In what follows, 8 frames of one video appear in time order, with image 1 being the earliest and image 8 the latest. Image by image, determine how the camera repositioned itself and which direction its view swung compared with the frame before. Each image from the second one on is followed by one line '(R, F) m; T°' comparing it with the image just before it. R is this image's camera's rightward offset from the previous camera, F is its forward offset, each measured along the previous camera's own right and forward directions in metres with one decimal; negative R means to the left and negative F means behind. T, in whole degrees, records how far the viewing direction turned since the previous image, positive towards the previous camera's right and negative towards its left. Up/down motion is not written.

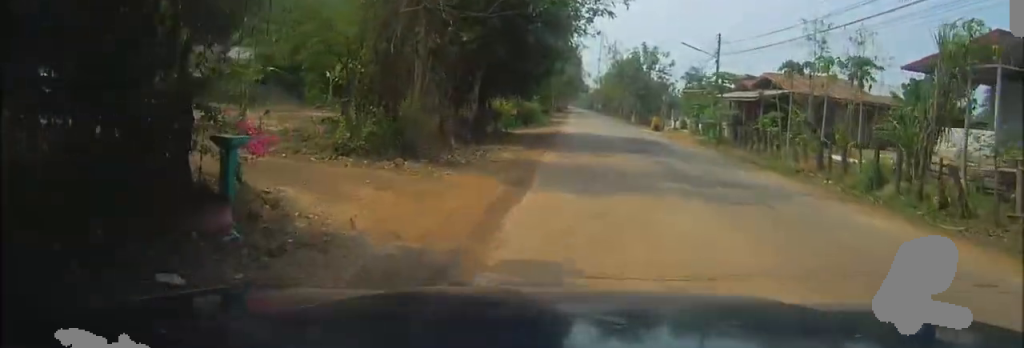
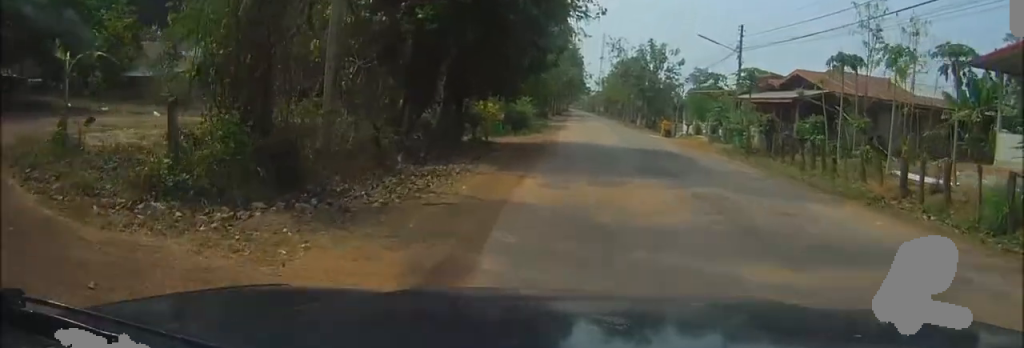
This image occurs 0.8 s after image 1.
(-0.1, +5.9) m; 0°
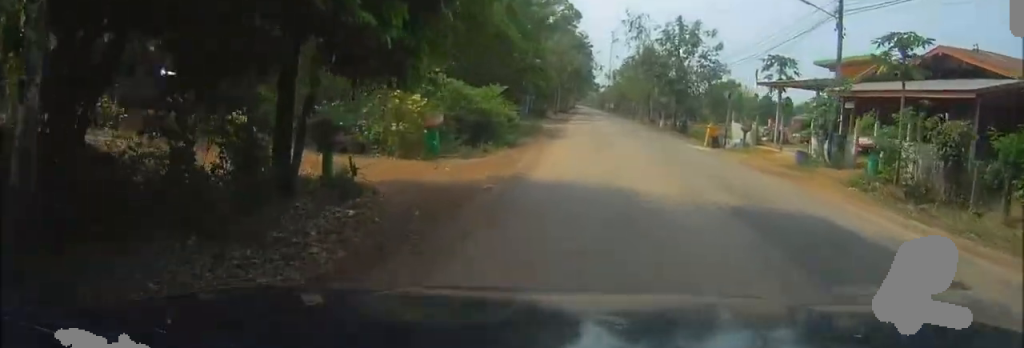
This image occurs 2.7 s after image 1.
(+0.1, +14.3) m; 0°
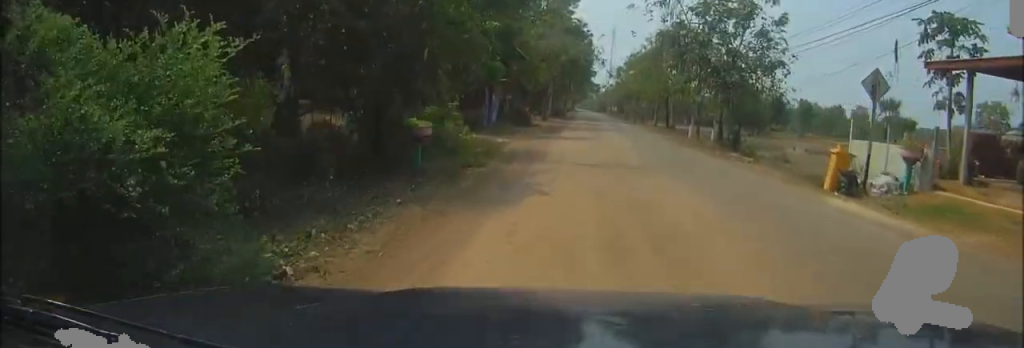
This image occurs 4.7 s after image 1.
(0.0, +16.1) m; 0°
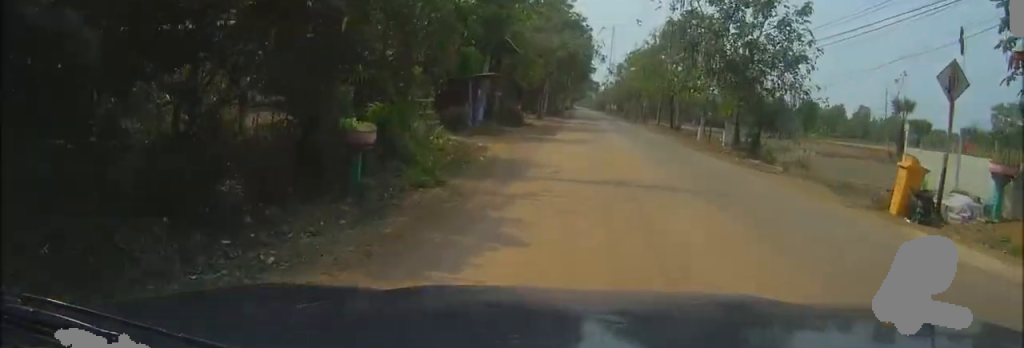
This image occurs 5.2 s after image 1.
(0.0, +3.7) m; 0°
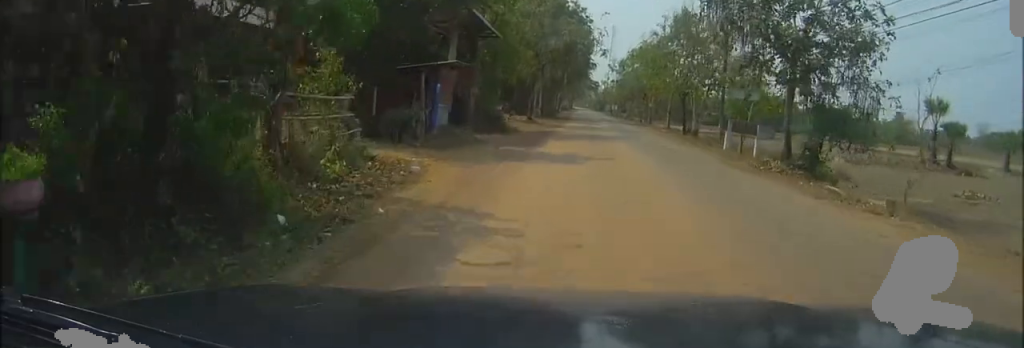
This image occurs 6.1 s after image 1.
(0.0, +7.1) m; 0°
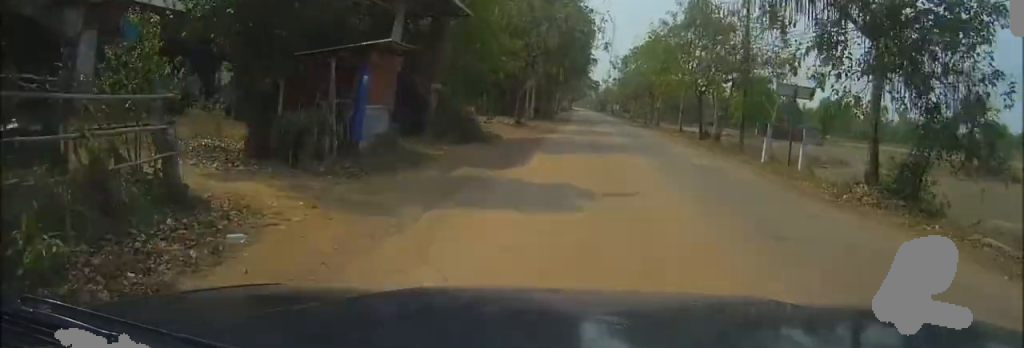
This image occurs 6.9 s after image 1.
(0.0, +6.3) m; 0°
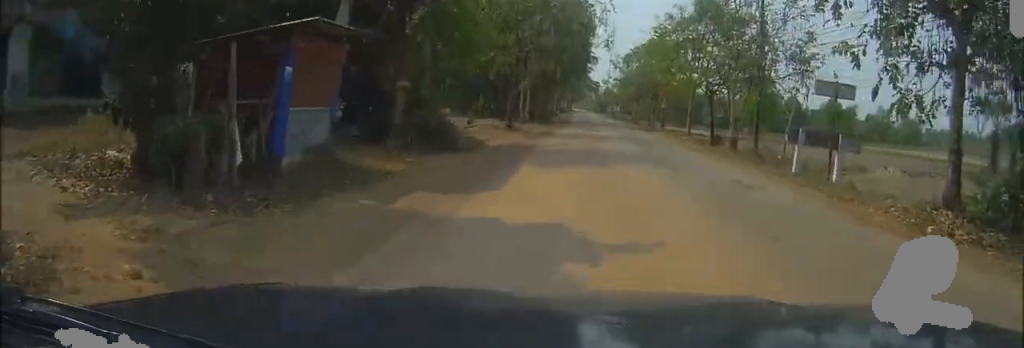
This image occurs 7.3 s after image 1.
(0.0, +3.5) m; 0°
